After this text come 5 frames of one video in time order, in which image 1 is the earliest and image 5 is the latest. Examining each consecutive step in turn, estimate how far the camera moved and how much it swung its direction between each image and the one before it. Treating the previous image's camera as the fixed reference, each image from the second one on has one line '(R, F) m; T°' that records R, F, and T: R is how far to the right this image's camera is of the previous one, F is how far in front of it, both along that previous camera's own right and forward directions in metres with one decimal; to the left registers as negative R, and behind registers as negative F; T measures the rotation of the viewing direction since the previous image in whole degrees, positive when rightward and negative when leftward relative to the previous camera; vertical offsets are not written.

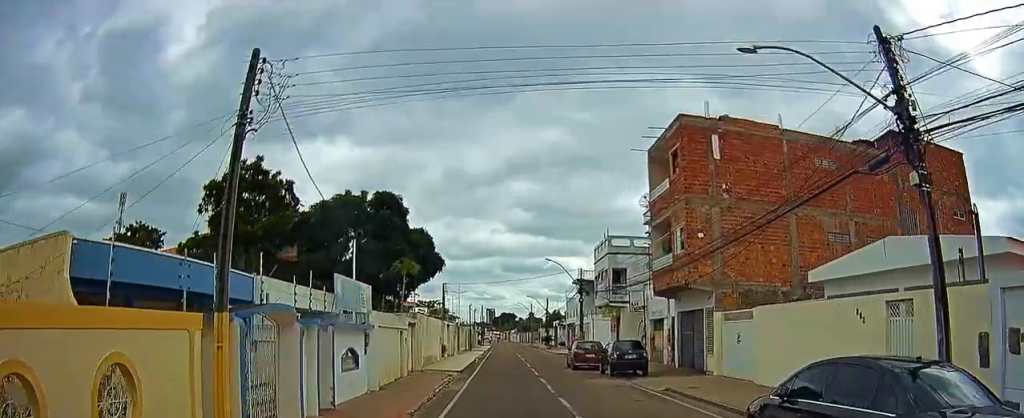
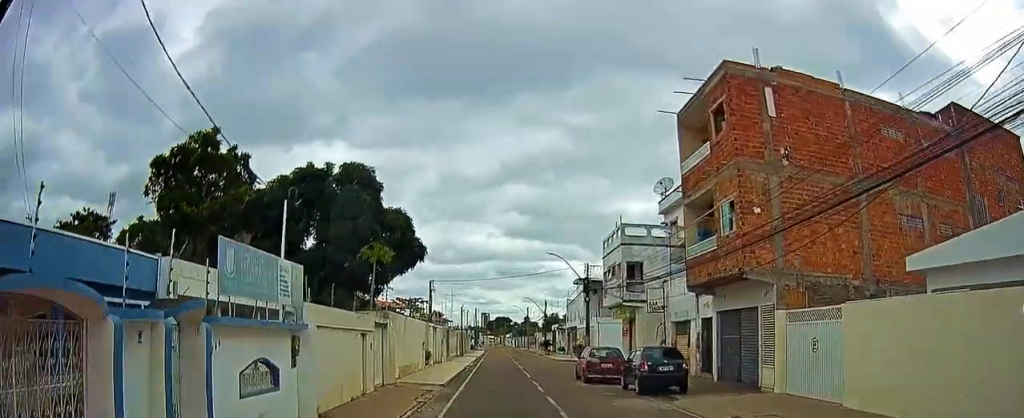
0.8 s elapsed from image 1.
(0.0, +5.1) m; +2°
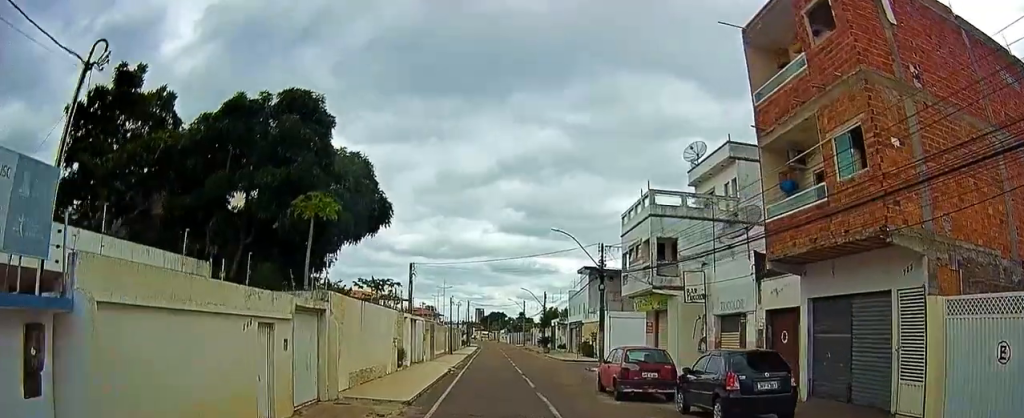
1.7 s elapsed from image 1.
(+0.2, +6.5) m; 0°
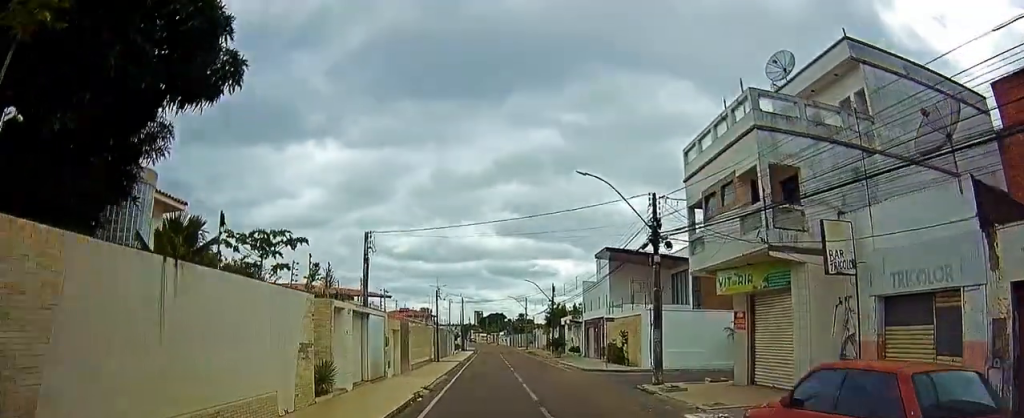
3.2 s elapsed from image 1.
(0.0, +10.1) m; +2°
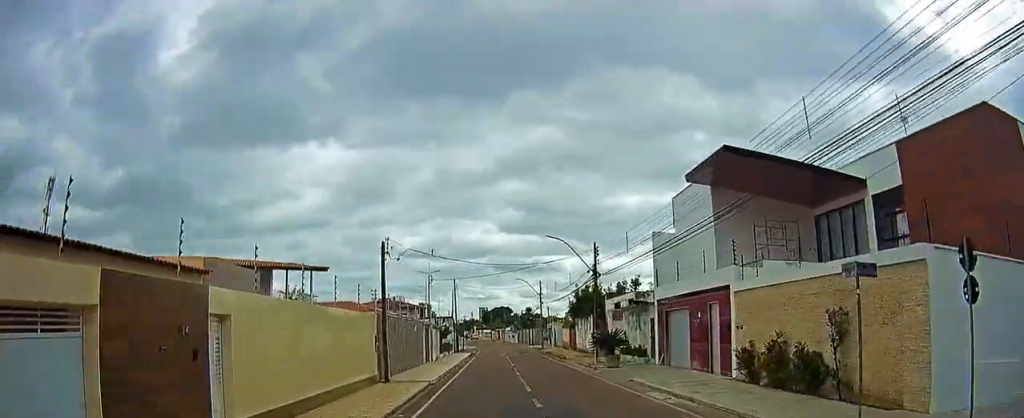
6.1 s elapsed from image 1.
(-0.9, +20.6) m; -3°
